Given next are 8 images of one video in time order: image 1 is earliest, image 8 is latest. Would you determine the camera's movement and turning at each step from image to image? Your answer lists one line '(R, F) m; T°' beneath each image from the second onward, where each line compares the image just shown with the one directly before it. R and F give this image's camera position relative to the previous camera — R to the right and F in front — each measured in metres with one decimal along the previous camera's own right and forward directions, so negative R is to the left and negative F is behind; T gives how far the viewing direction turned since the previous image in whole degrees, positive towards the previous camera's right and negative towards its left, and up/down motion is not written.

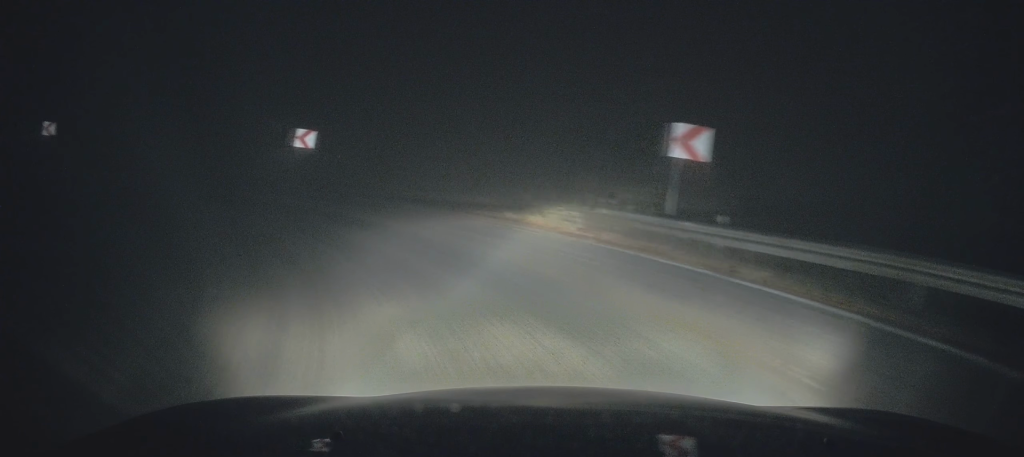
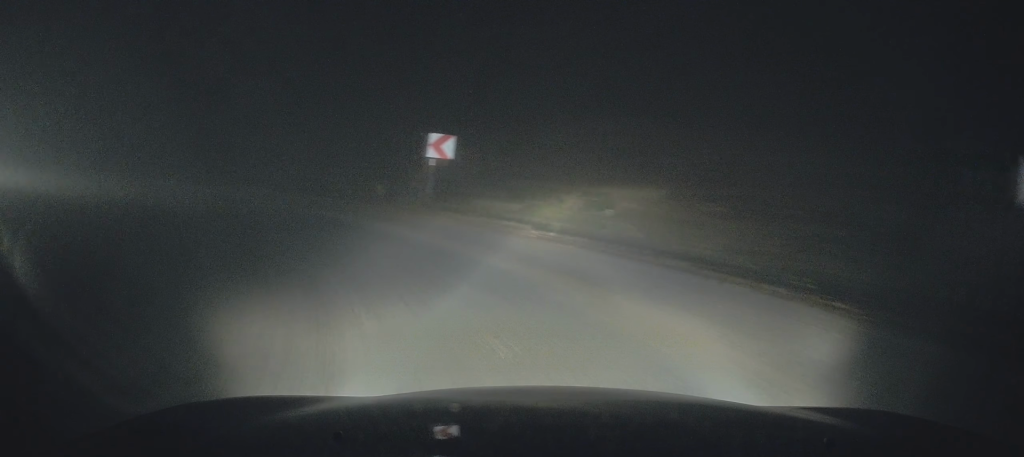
(-7.4, +14.2) m; -52°
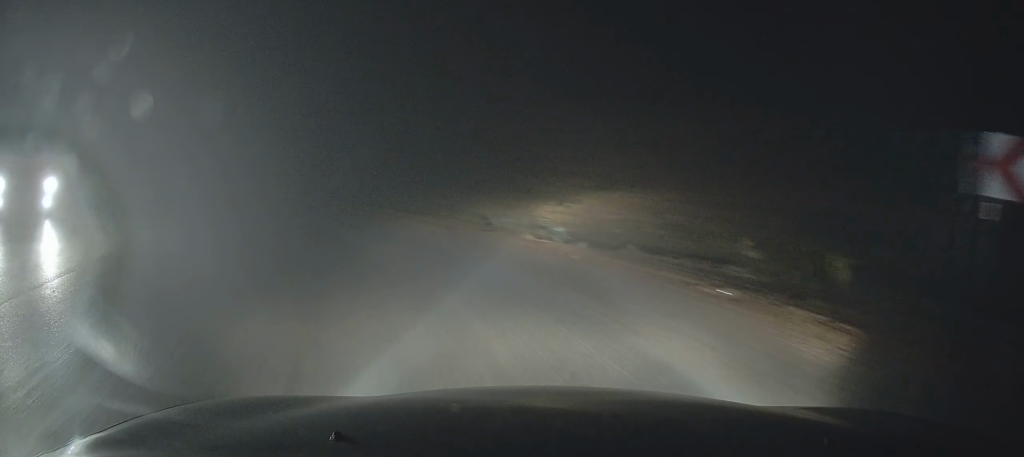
(-2.8, +11.2) m; -31°
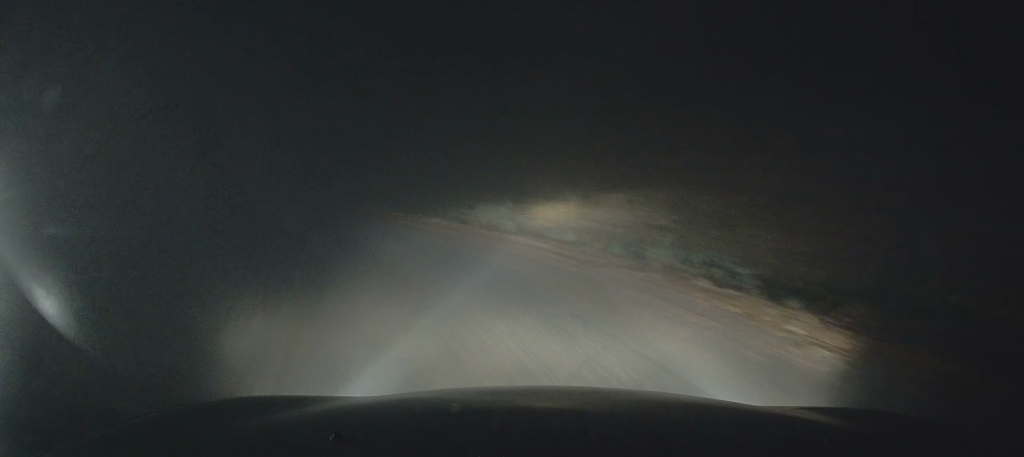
(-0.5, +3.7) m; -11°
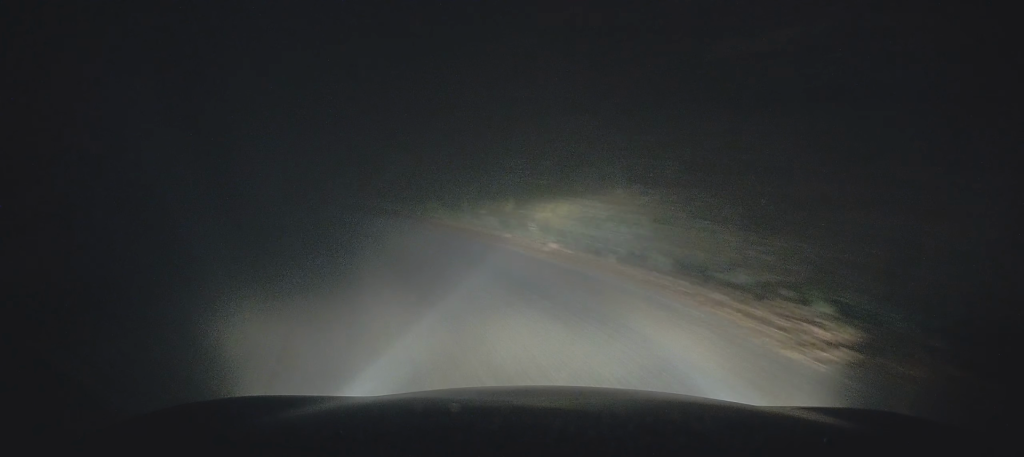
(-0.2, +3.5) m; -10°
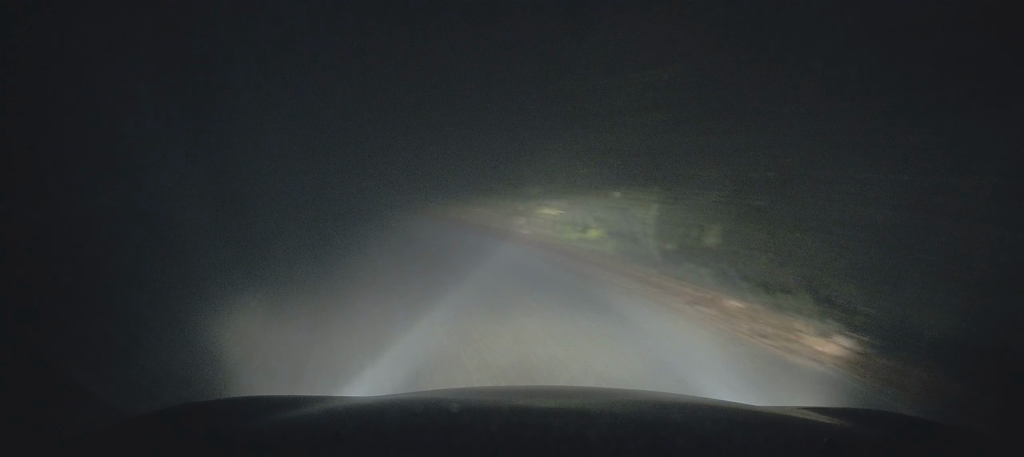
(-0.7, +4.6) m; -14°
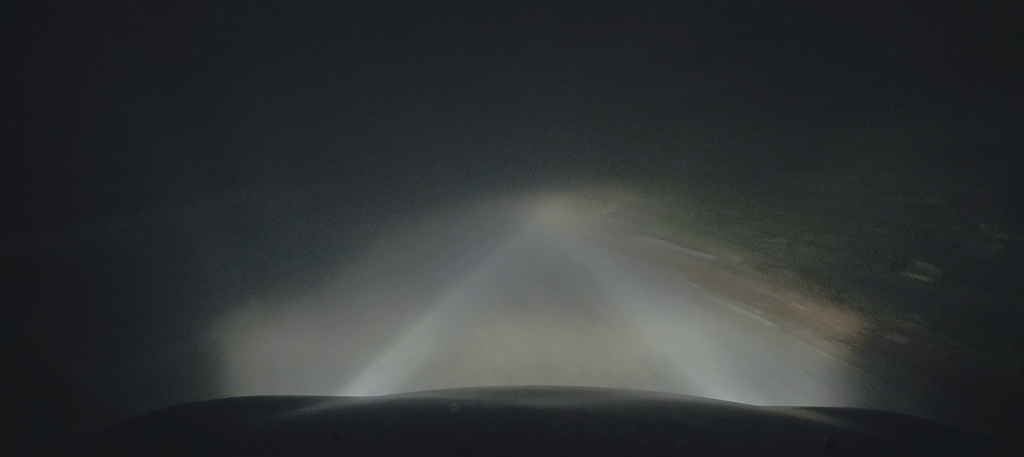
(-1.4, +7.1) m; -17°
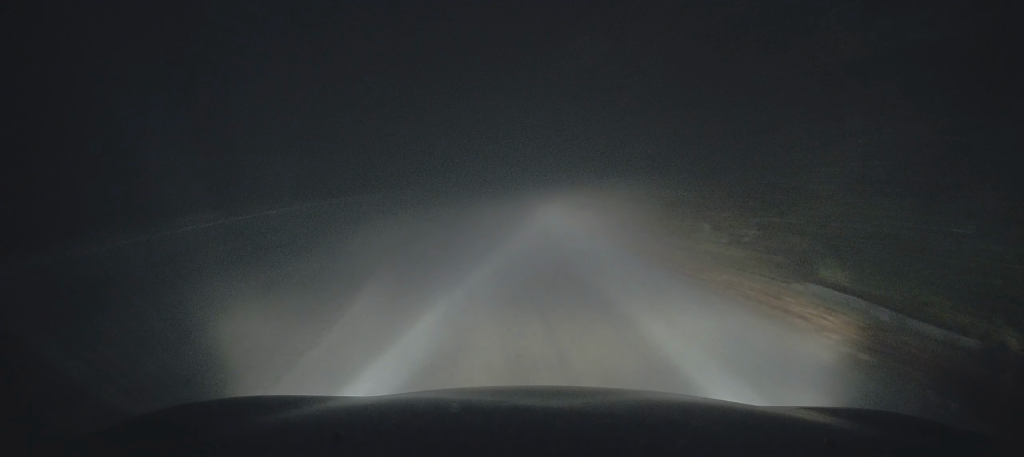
(-0.2, +4.2) m; -7°
